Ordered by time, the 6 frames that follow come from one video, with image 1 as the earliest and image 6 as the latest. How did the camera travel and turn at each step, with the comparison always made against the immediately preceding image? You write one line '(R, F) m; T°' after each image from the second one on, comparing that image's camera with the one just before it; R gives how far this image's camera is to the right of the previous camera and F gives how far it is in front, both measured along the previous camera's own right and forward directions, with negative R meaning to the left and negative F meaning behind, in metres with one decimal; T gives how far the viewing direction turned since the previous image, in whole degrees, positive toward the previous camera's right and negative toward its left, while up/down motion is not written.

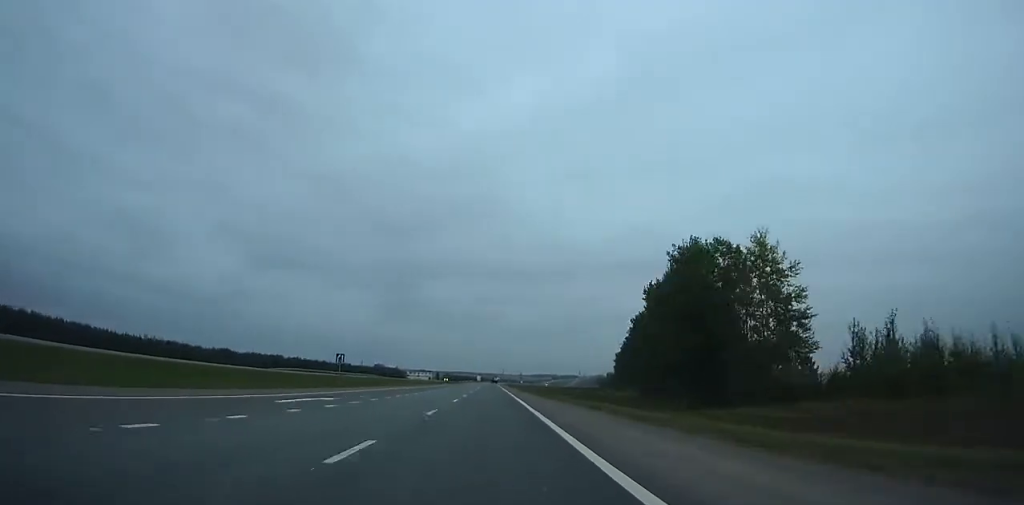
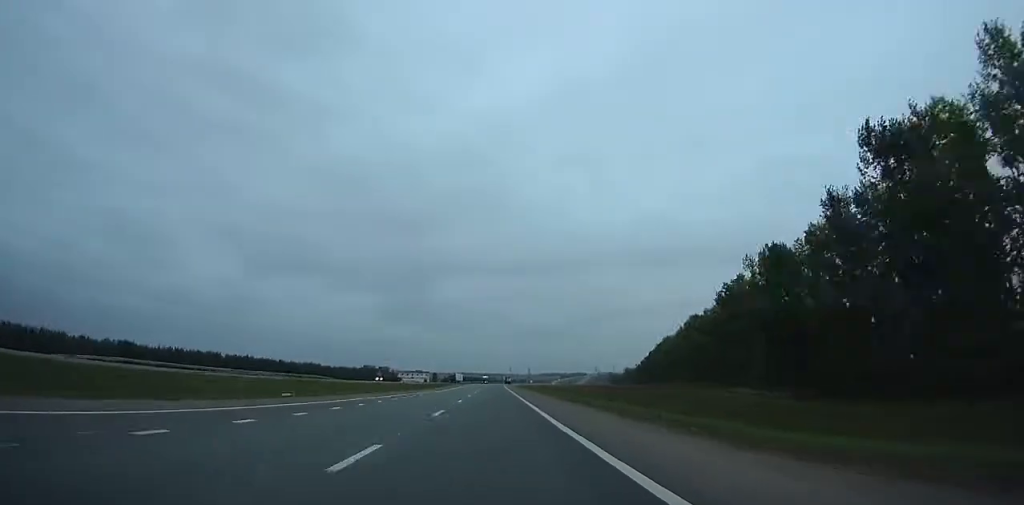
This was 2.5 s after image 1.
(-1.2, +71.6) m; -1°
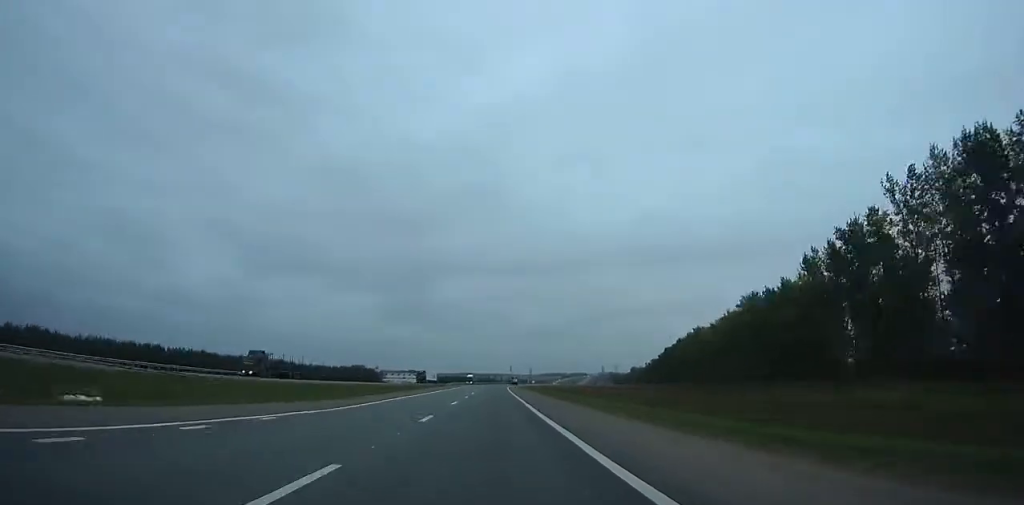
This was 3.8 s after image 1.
(-0.1, +37.1) m; -1°
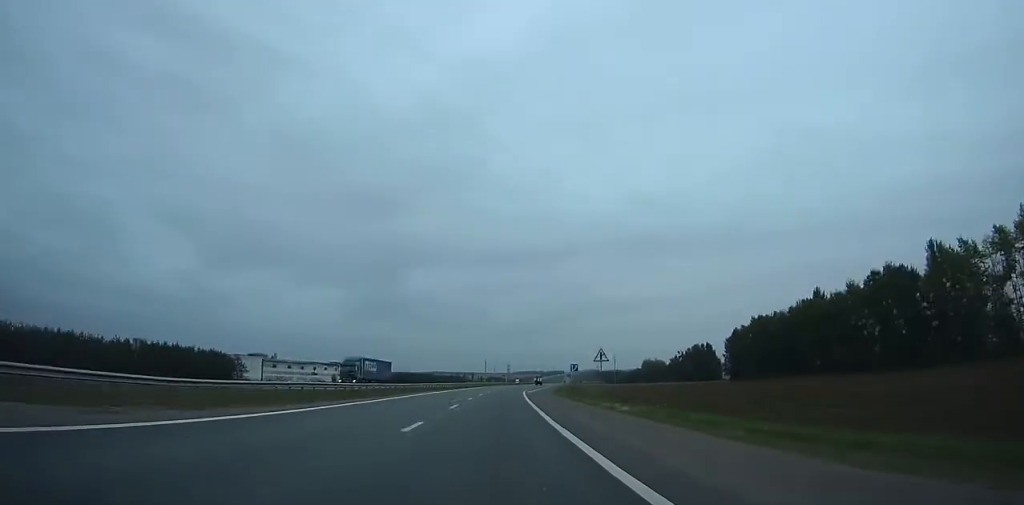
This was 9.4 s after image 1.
(+0.5, +155.5) m; +2°
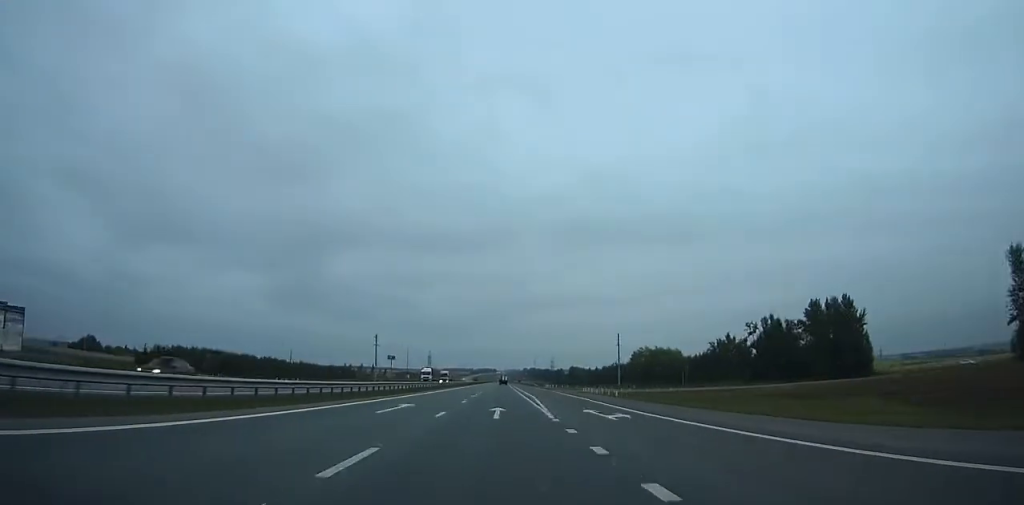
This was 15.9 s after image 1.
(+9.8, +185.0) m; +6°
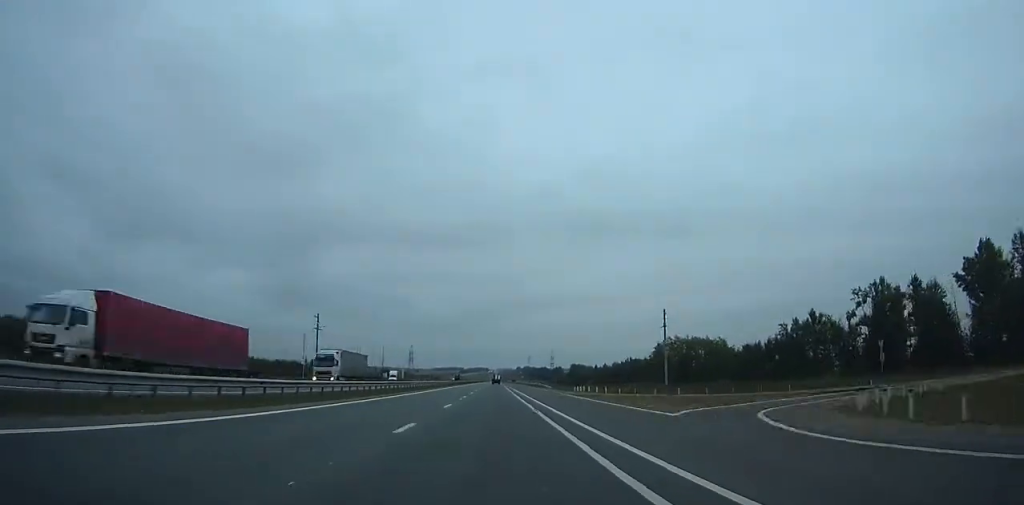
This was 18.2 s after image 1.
(+1.6, +67.5) m; +1°
